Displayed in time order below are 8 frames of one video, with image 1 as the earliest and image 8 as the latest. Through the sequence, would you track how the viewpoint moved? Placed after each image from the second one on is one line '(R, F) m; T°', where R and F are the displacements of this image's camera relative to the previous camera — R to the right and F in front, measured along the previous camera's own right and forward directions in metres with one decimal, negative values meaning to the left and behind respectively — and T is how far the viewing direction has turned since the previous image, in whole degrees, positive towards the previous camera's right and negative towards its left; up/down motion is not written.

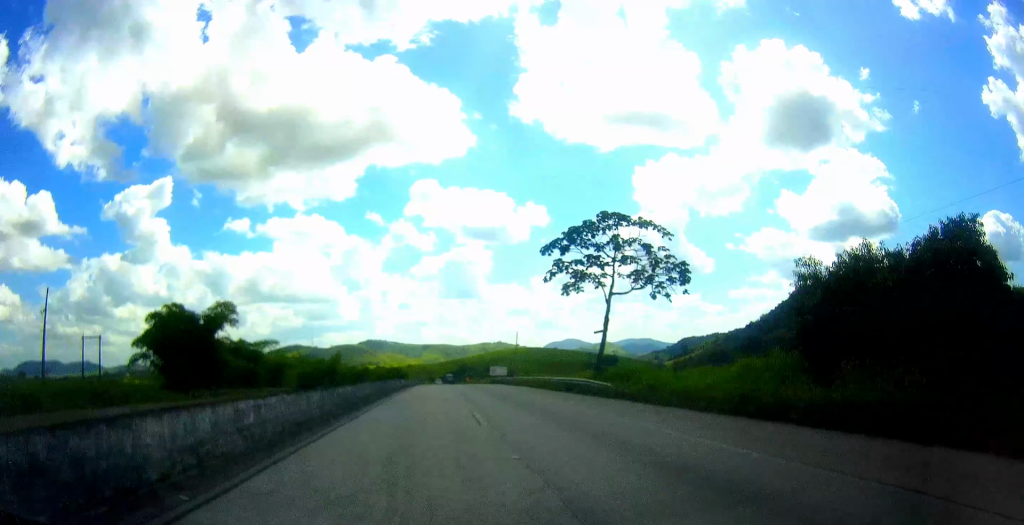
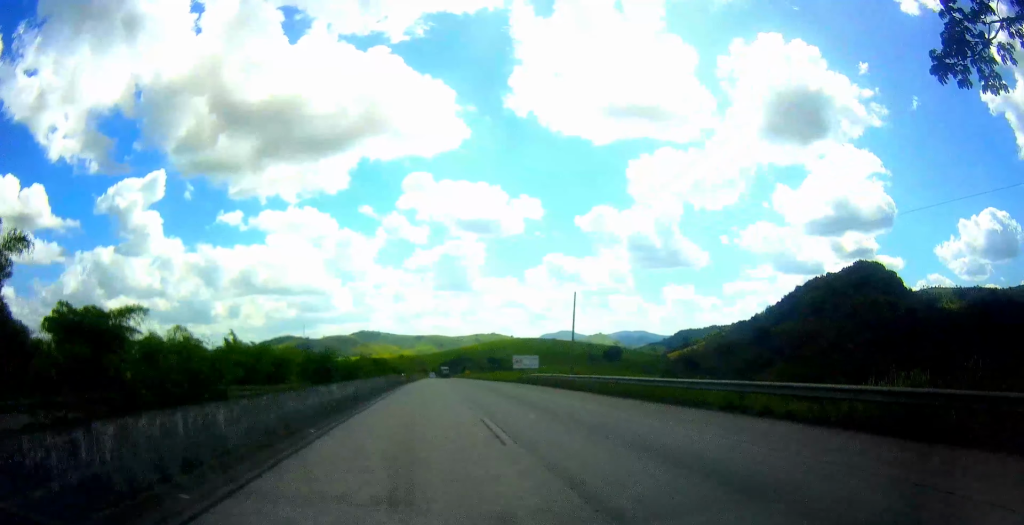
(-0.7, +36.6) m; 0°
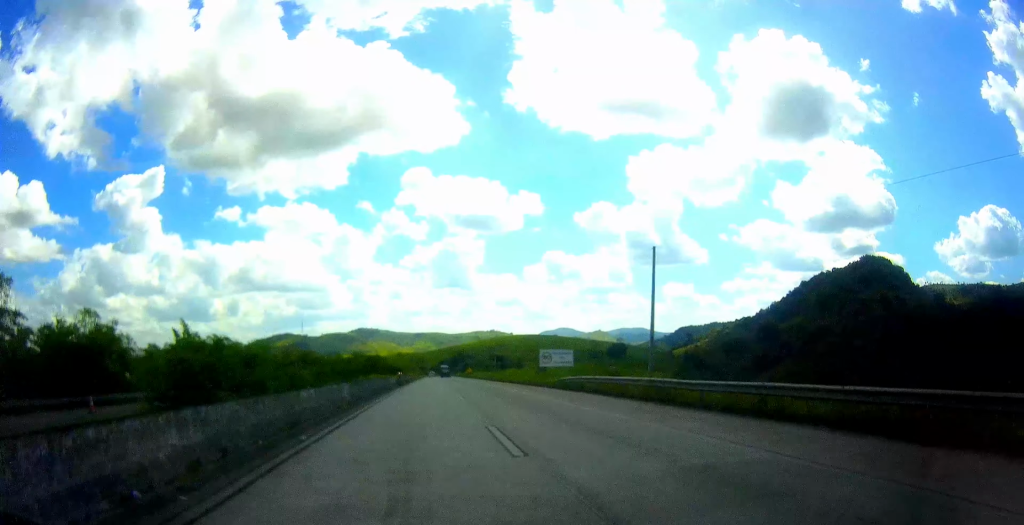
(+0.2, +17.0) m; +1°
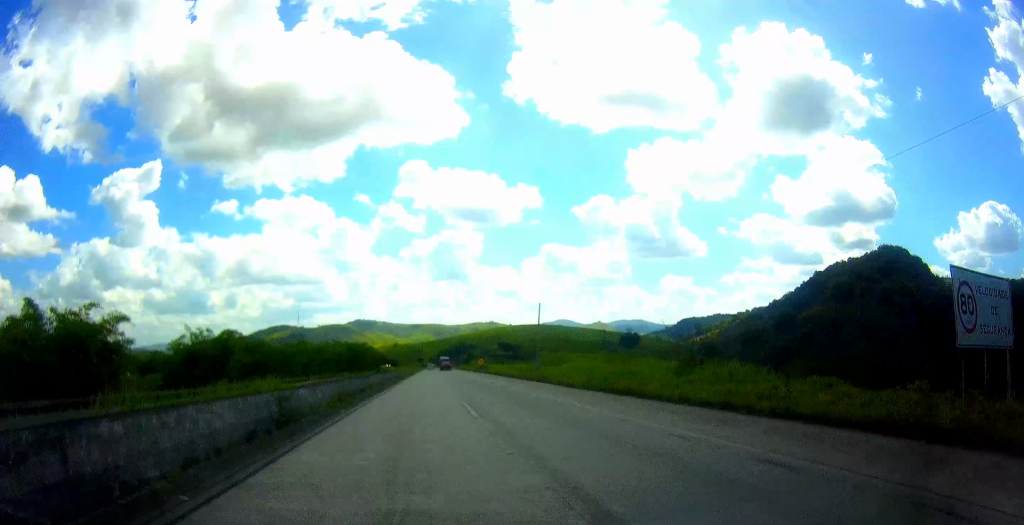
(+0.1, +42.8) m; 0°
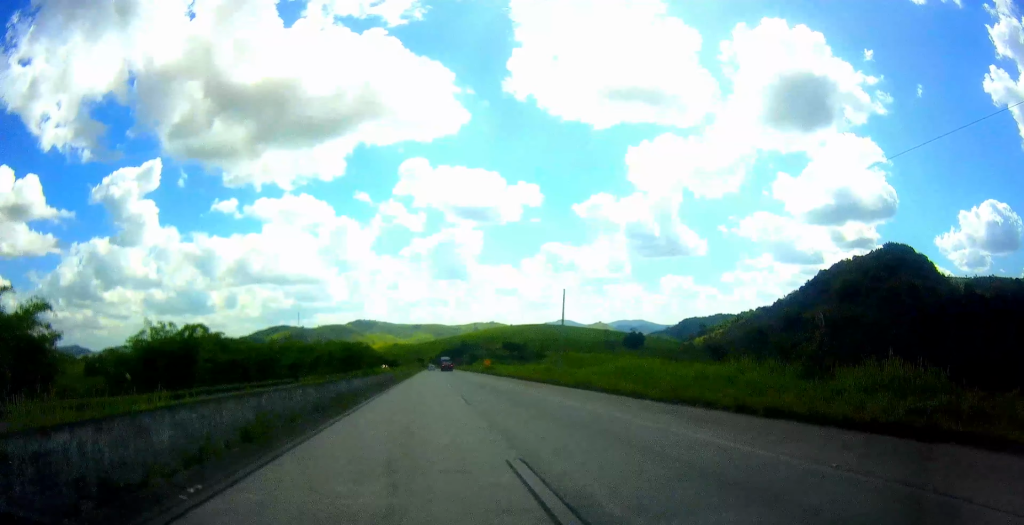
(0.0, +11.1) m; 0°
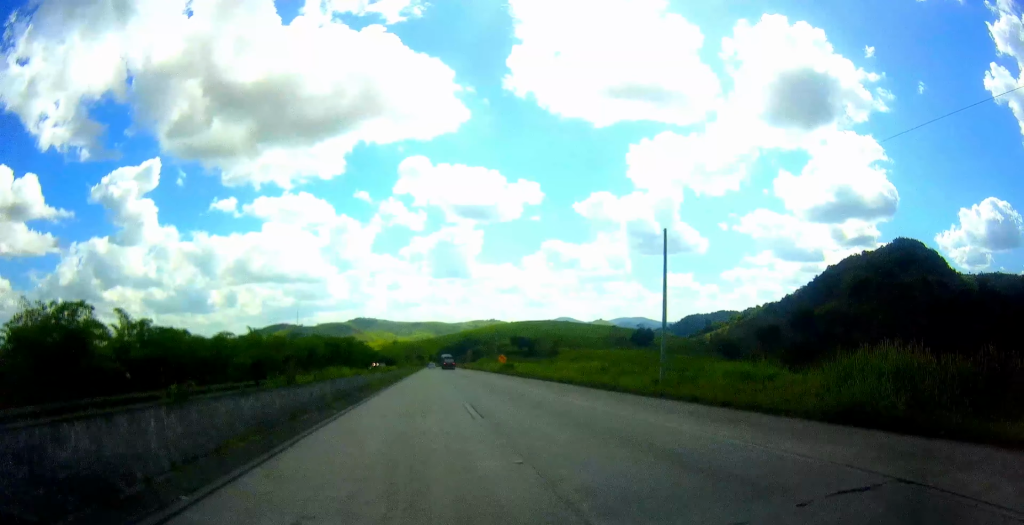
(0.0, +22.4) m; 0°
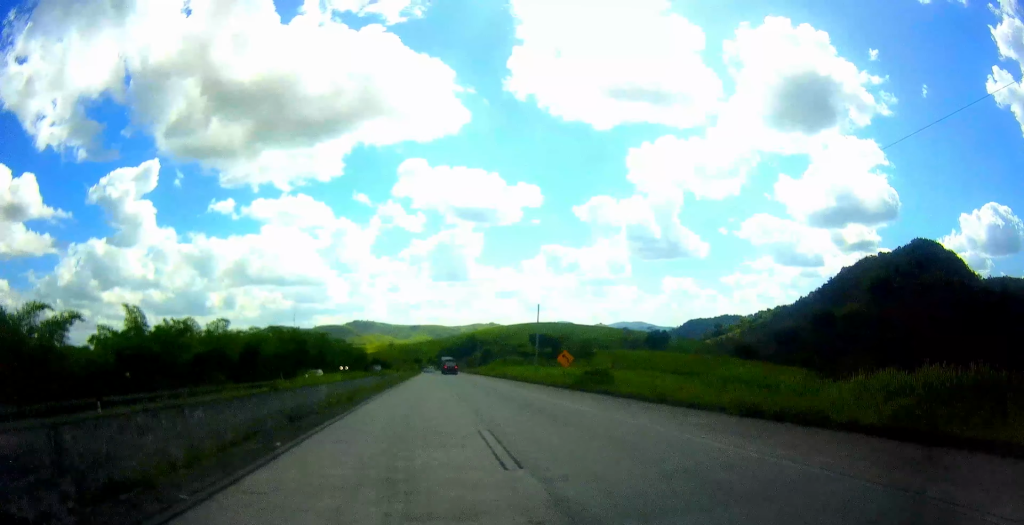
(0.0, +39.1) m; 0°
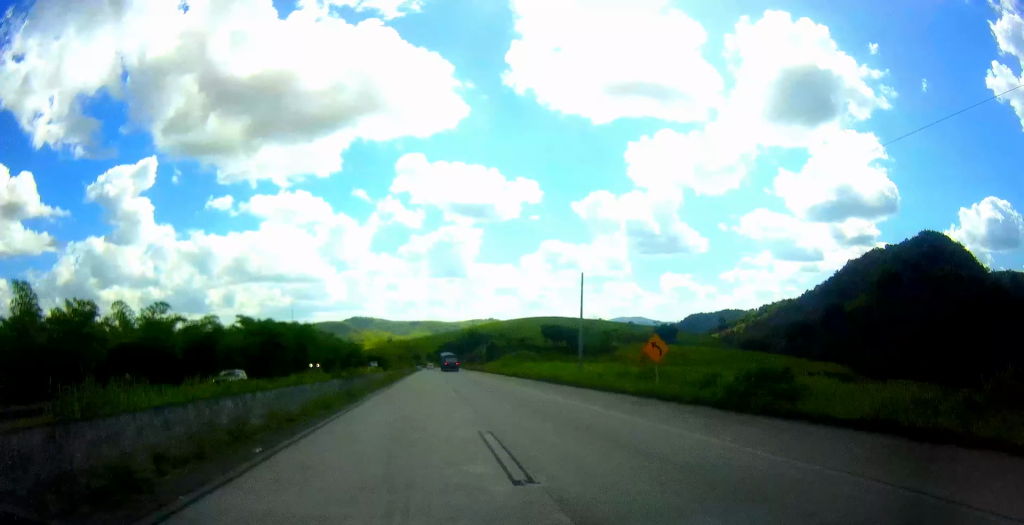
(0.0, +17.9) m; 0°
